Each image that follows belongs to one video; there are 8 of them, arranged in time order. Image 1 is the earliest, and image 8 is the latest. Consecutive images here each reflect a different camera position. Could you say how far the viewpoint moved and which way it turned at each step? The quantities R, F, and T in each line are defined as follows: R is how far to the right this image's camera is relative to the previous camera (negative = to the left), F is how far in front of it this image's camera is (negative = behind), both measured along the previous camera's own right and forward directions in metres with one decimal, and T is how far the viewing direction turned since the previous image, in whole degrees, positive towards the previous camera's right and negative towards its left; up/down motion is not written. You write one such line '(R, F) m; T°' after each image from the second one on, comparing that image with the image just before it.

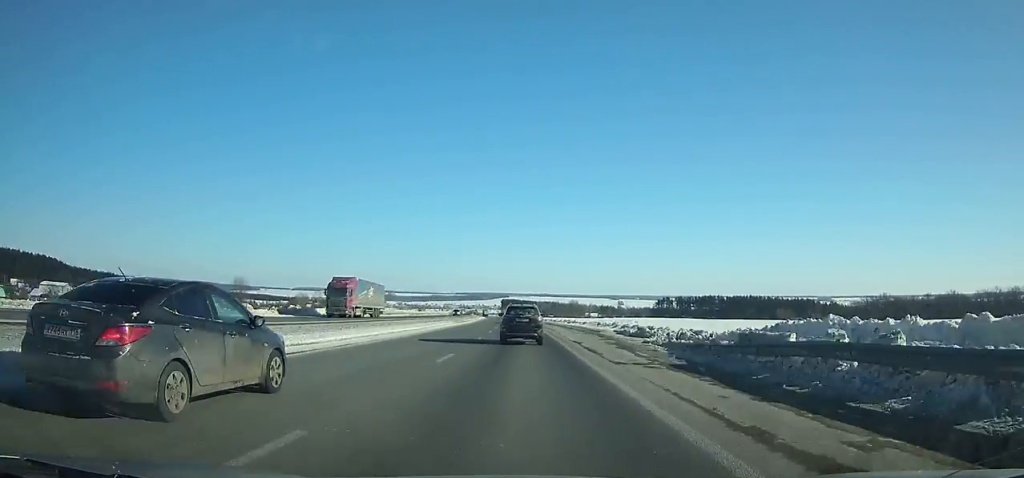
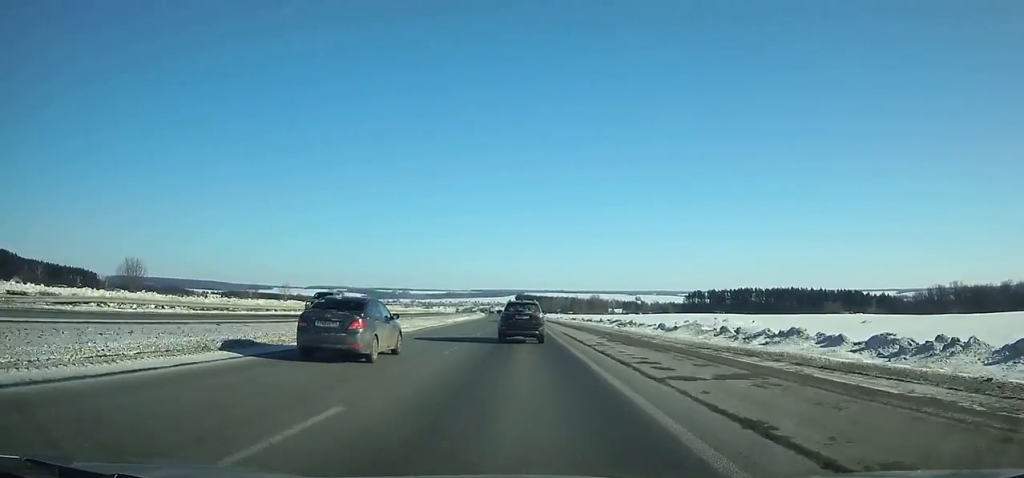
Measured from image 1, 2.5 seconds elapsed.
(-0.9, +59.0) m; -2°
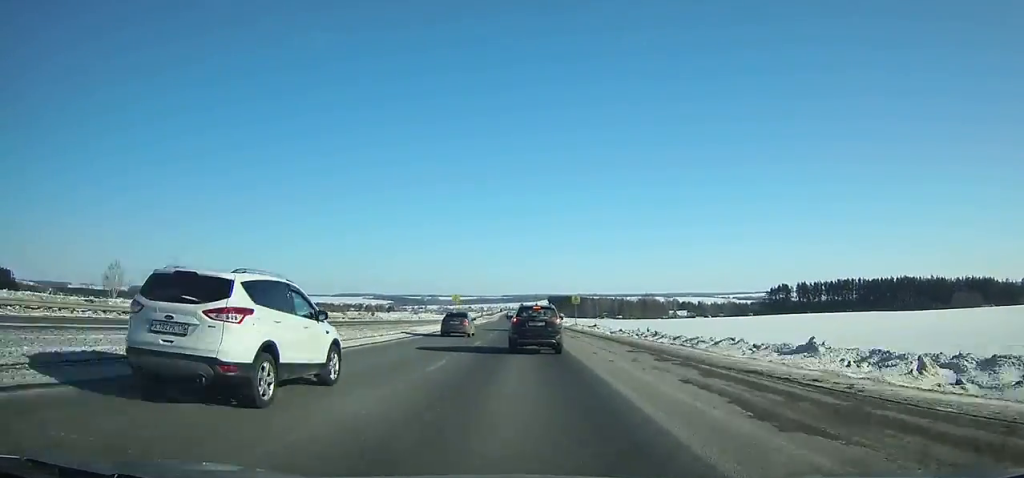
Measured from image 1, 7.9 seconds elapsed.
(-3.1, +122.6) m; -3°
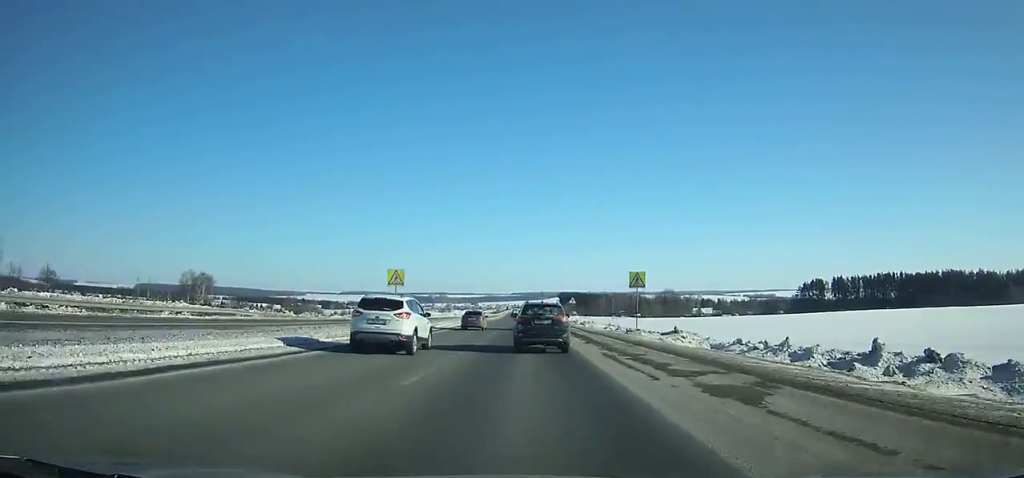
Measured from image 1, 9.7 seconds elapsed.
(-0.2, +39.2) m; -1°
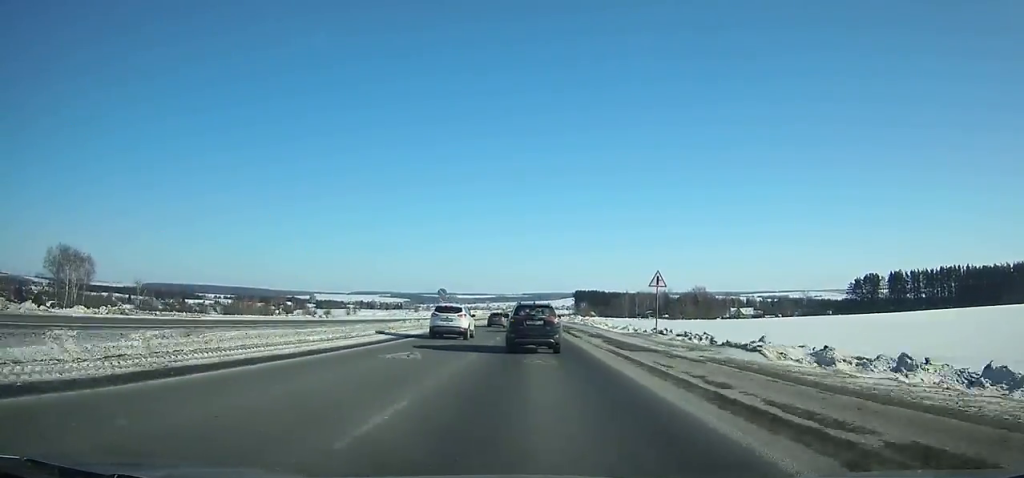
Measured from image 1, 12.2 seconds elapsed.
(-0.5, +52.8) m; -1°
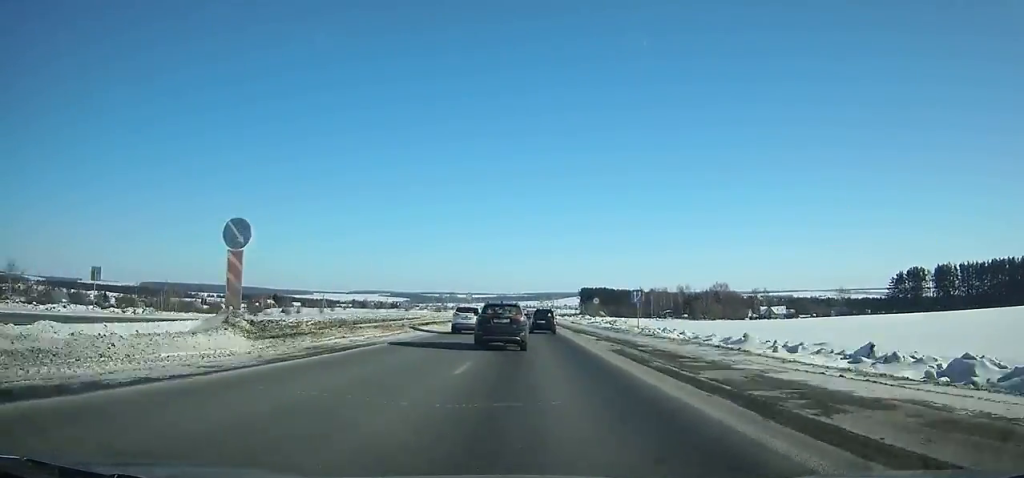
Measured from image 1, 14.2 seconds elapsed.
(-0.2, +40.8) m; 0°
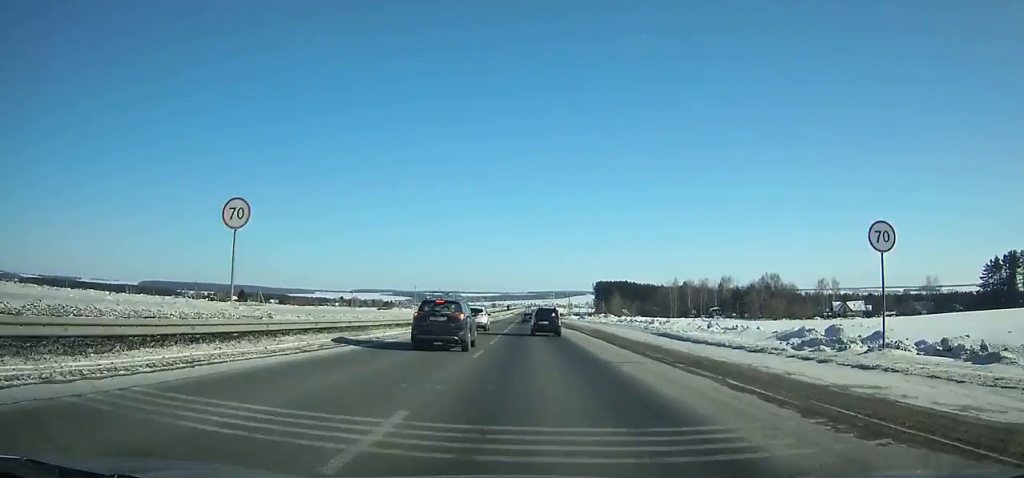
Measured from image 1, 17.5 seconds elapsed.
(-0.3, +64.3) m; 0°
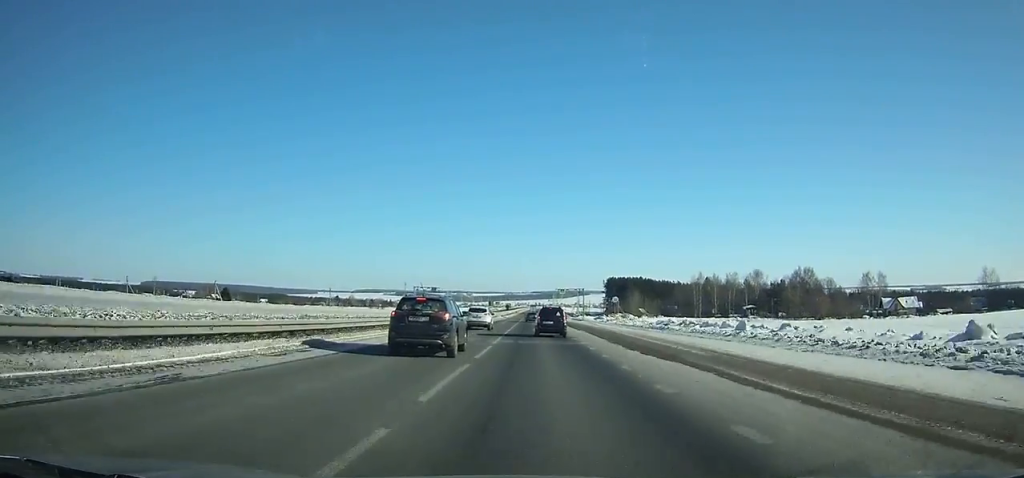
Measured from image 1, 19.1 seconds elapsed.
(0.0, +30.1) m; 0°
